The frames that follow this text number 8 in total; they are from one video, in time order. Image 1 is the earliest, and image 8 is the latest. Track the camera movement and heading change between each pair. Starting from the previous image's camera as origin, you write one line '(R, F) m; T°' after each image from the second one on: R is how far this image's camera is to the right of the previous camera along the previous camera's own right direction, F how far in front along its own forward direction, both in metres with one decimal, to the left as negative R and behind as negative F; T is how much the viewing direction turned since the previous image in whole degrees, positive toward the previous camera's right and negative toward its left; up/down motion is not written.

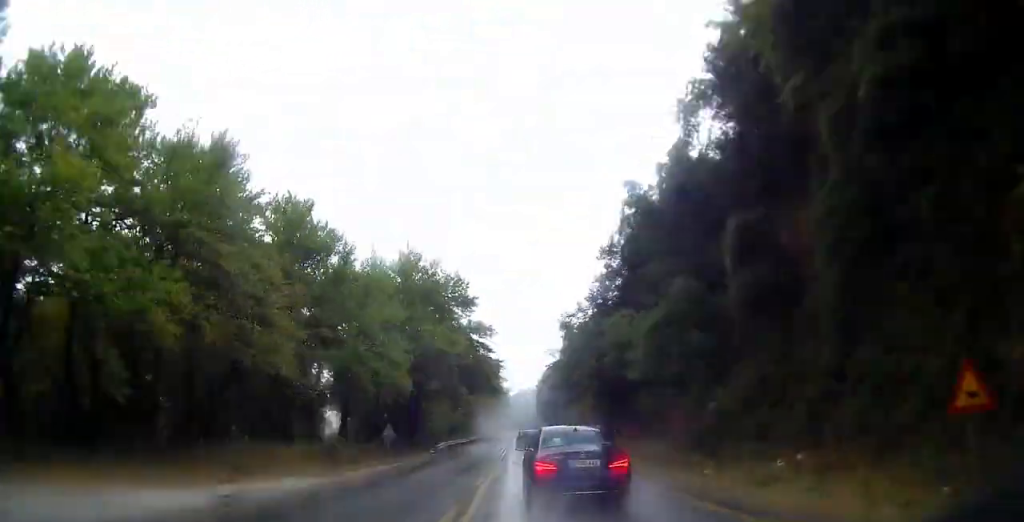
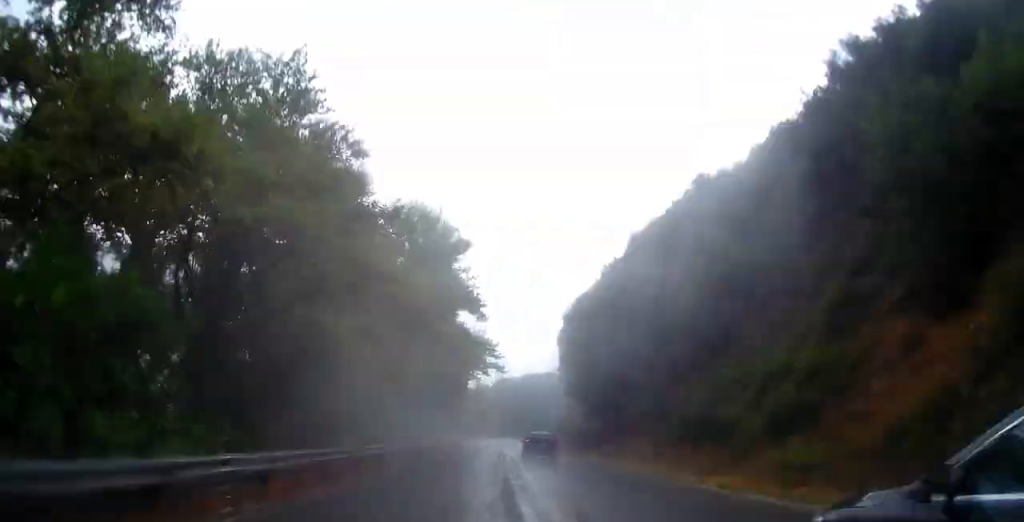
(+5.1, +77.7) m; +6°
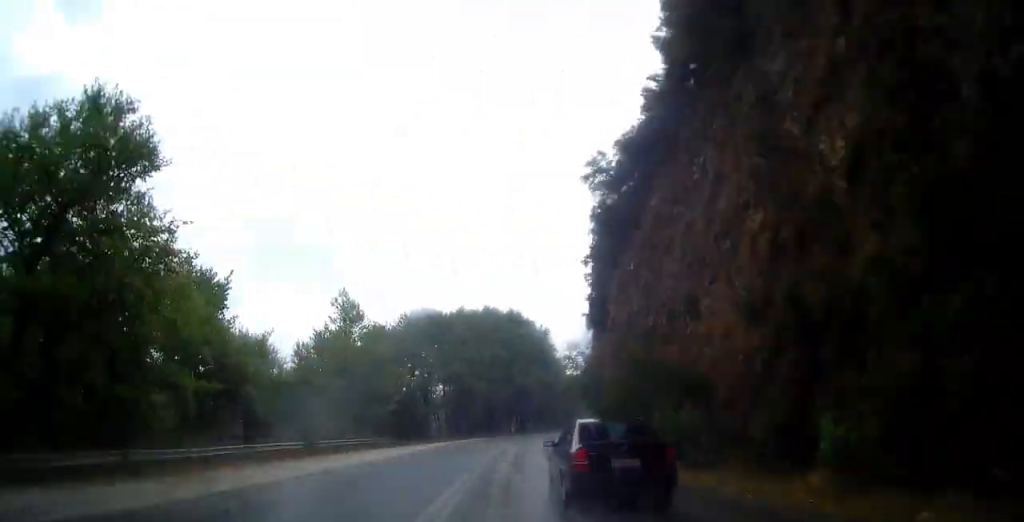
(+2.7, +90.8) m; +6°
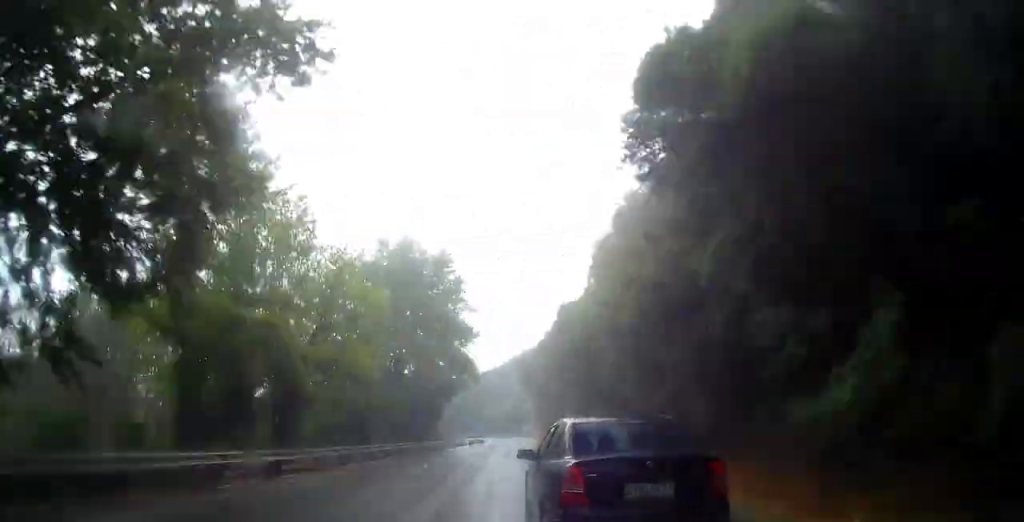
(+21.3, +152.8) m; +11°
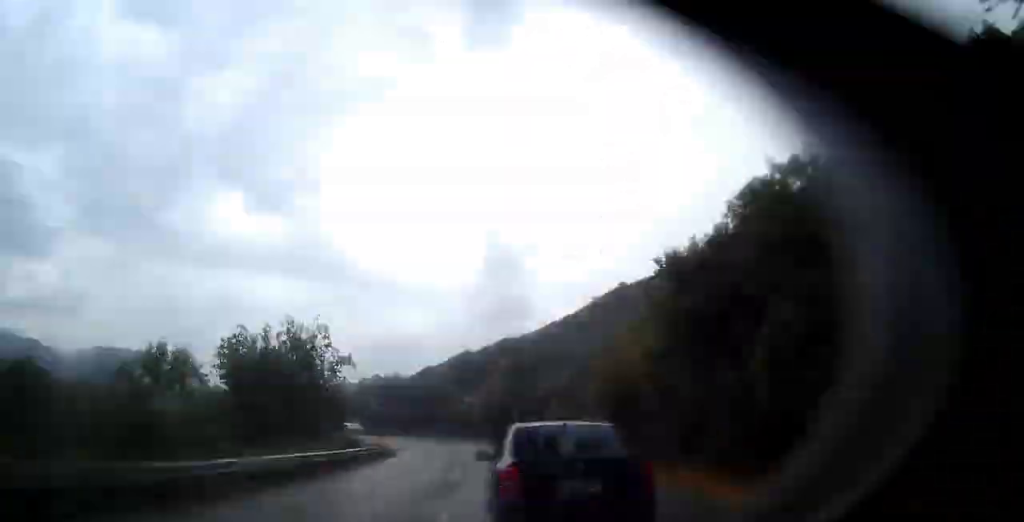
(+1.1, +69.9) m; -3°
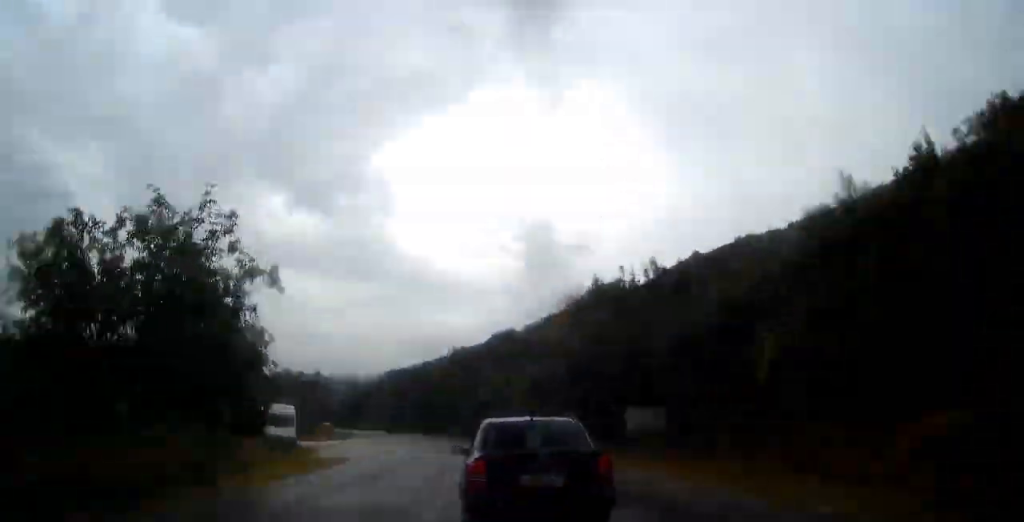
(+2.1, +39.8) m; -4°
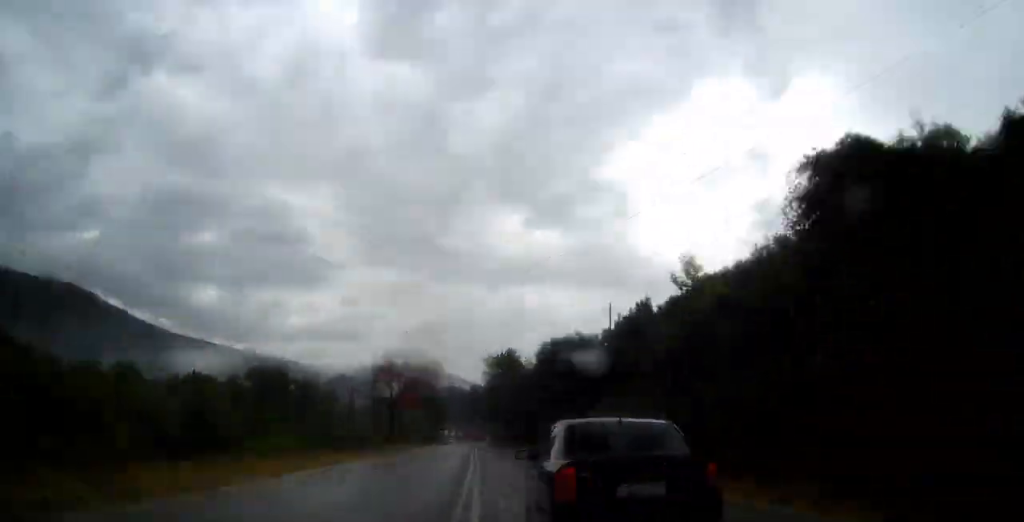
(-14.9, +104.5) m; -12°
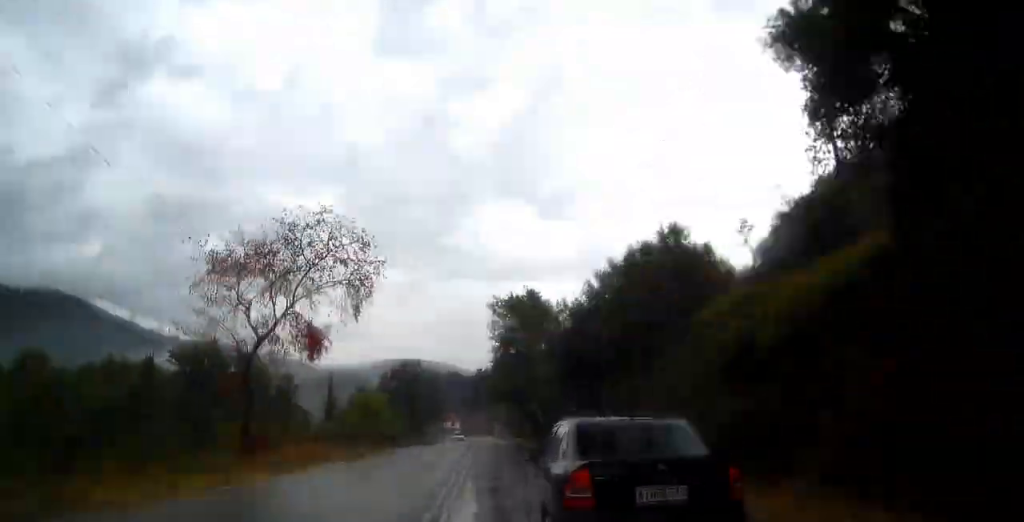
(-2.1, +46.0) m; -5°
